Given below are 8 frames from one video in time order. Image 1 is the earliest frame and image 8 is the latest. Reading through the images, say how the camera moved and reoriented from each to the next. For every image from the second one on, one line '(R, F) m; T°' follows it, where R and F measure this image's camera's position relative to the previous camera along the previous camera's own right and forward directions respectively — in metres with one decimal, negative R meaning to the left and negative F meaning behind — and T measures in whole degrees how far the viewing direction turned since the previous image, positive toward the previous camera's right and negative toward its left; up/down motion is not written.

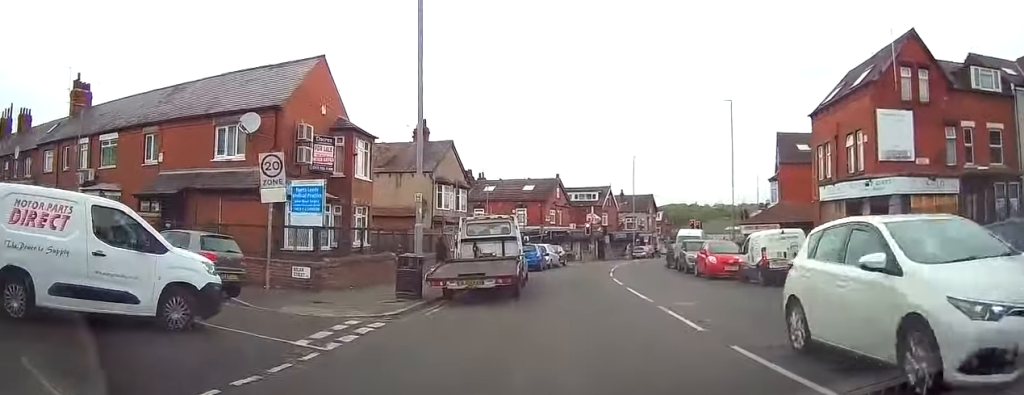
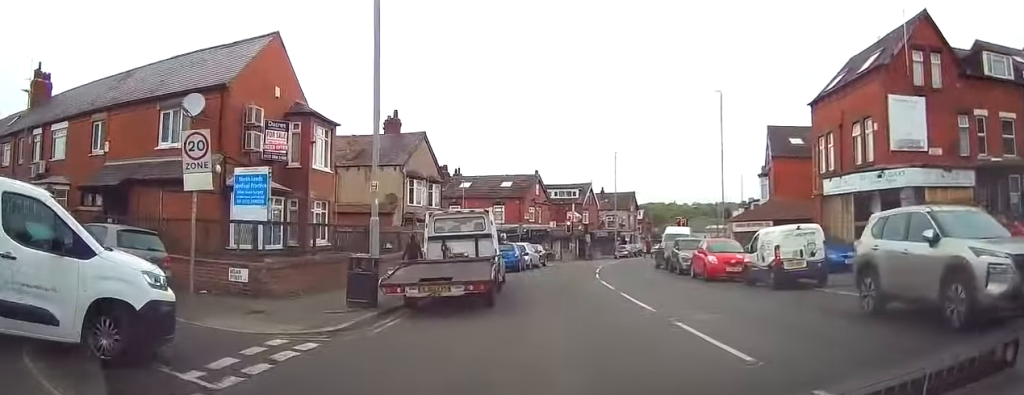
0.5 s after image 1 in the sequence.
(+0.1, +2.9) m; +2°
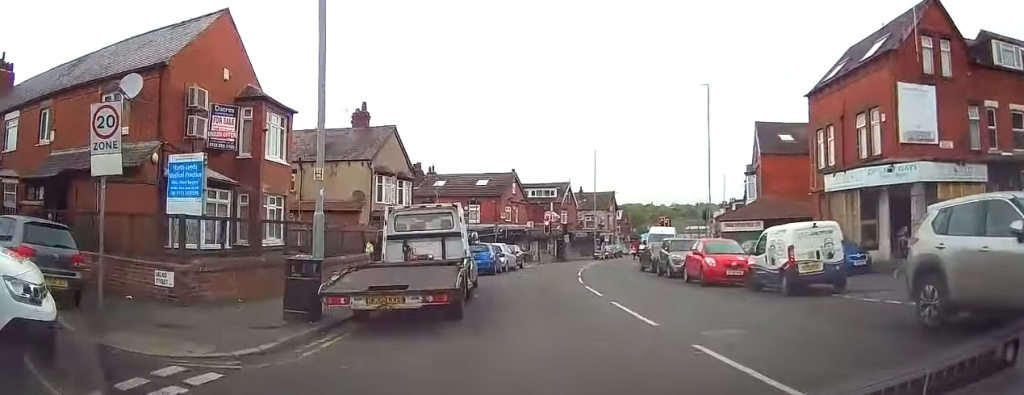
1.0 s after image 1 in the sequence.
(0.0, +2.6) m; +2°
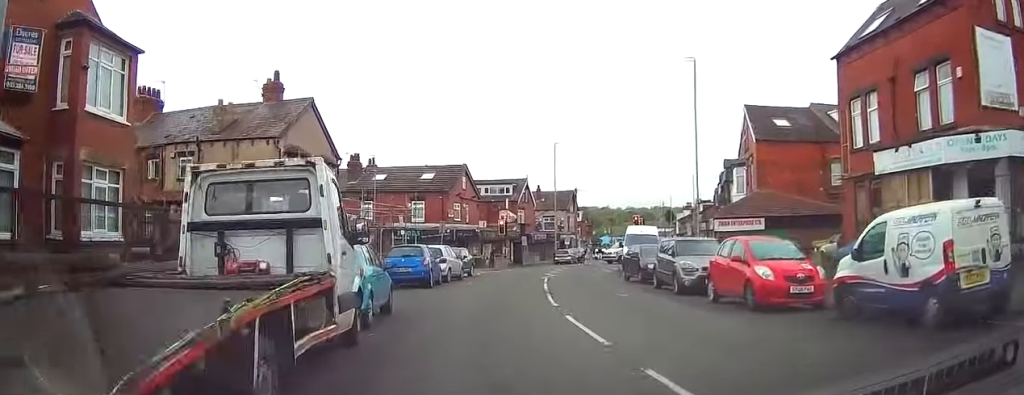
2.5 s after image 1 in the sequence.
(+0.2, +8.1) m; -1°
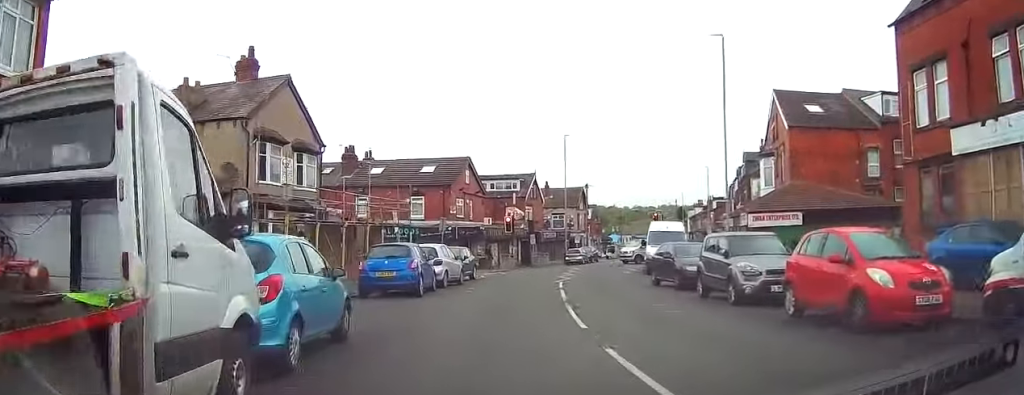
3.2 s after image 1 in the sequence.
(-0.1, +4.4) m; -2°
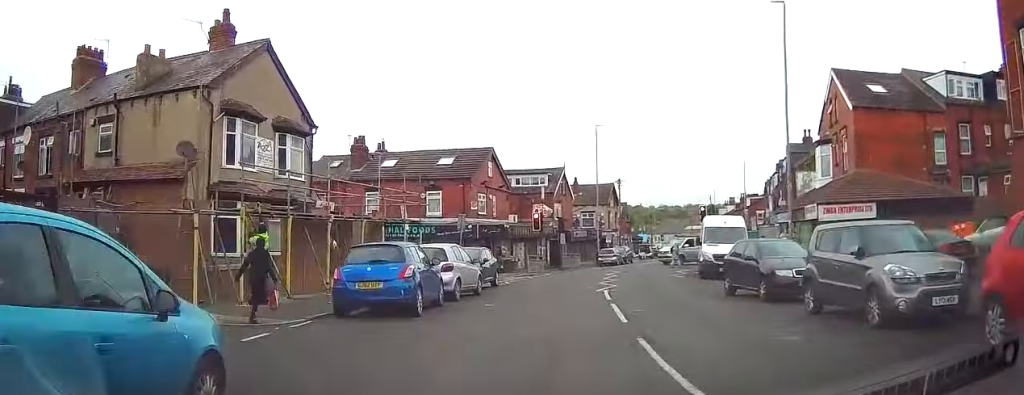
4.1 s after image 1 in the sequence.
(0.0, +5.2) m; 0°
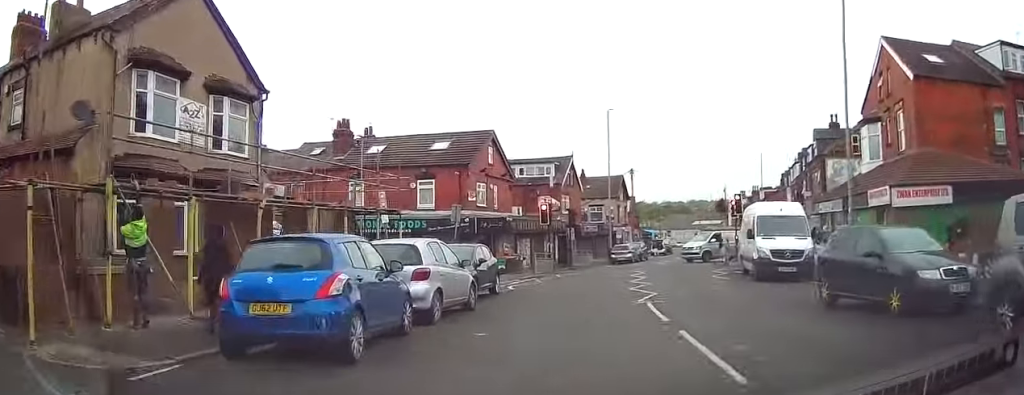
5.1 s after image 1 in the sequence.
(0.0, +5.2) m; -1°
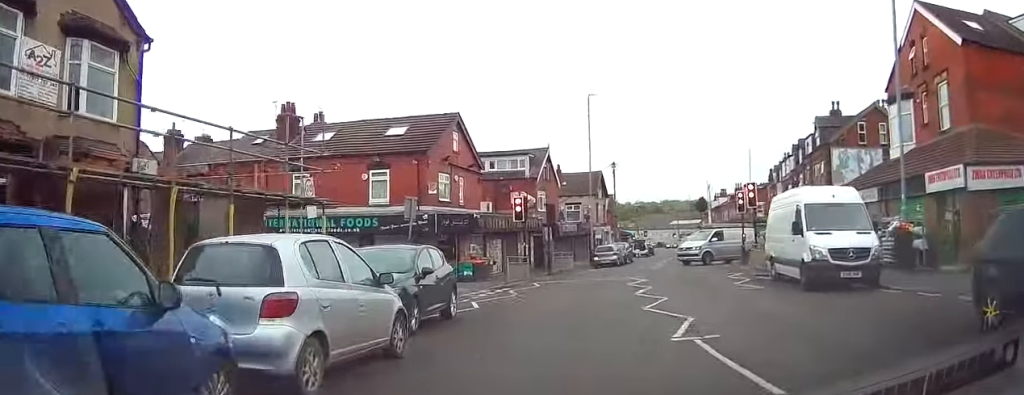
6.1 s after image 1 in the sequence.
(-0.1, +5.4) m; +3°
